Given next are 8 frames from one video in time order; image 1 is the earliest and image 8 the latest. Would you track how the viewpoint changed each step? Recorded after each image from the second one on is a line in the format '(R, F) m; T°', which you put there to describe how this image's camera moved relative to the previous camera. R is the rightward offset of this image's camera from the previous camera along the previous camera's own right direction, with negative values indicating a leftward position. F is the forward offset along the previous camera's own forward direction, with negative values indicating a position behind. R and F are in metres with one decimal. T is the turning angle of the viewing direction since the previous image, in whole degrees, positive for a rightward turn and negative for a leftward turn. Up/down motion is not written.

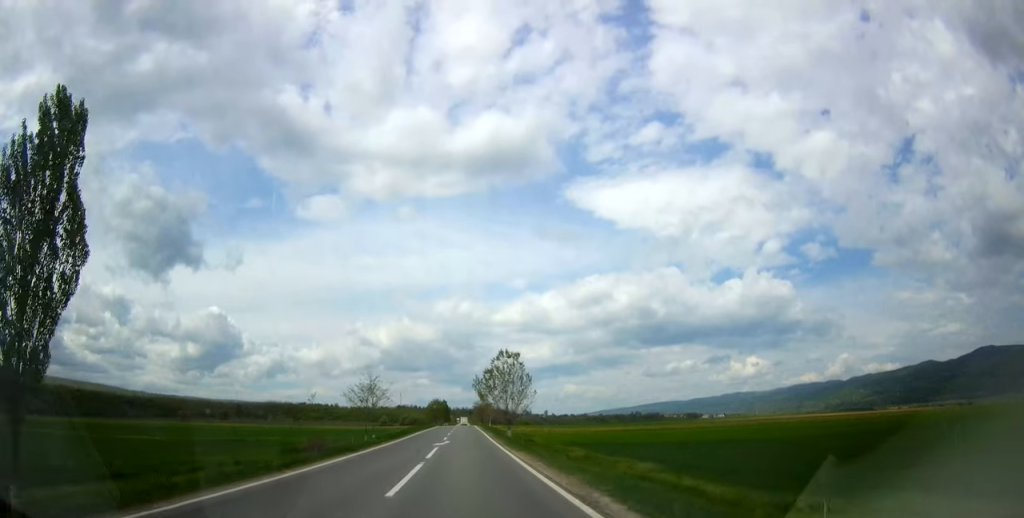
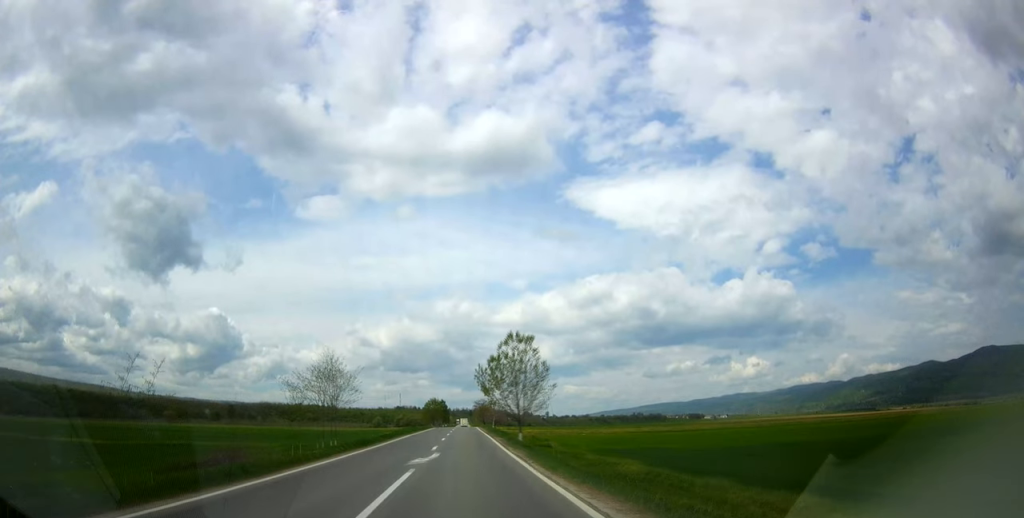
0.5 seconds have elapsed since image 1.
(+0.3, +15.4) m; 0°
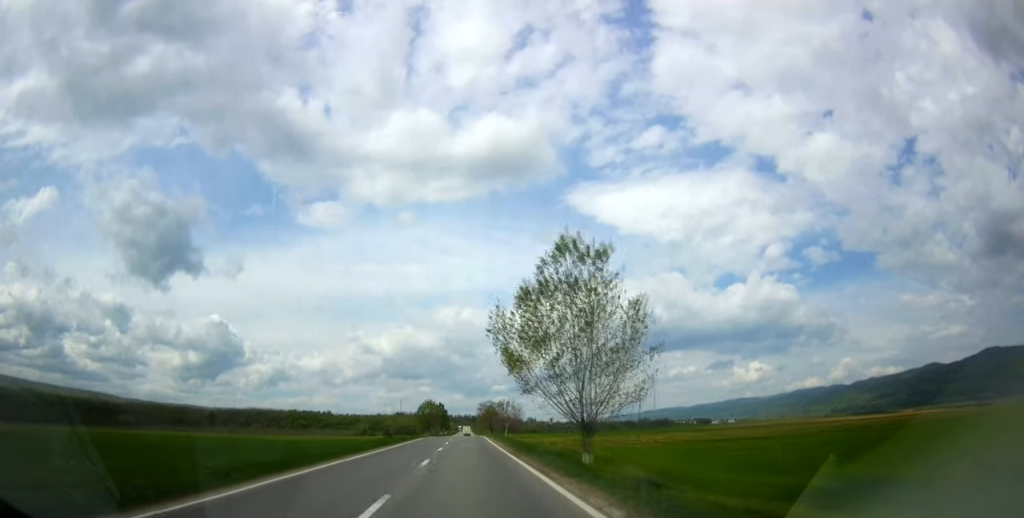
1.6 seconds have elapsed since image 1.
(-0.7, +32.2) m; 0°
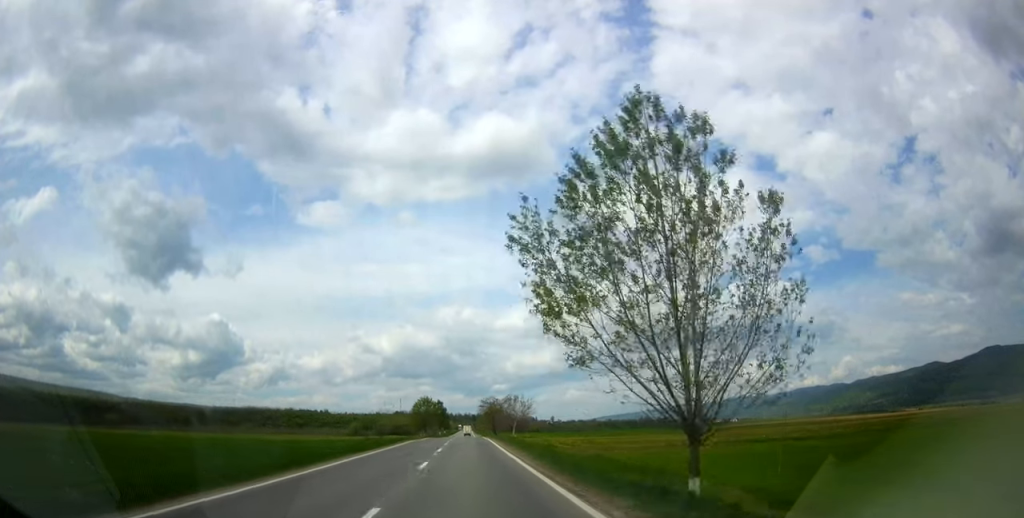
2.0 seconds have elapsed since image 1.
(+0.3, +13.1) m; 0°
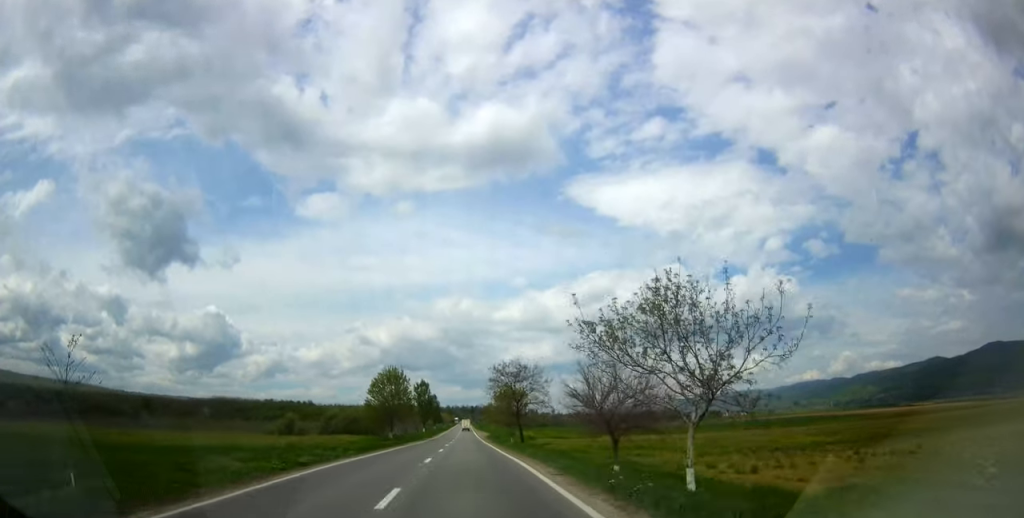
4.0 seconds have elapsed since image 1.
(-0.1, +57.4) m; 0°
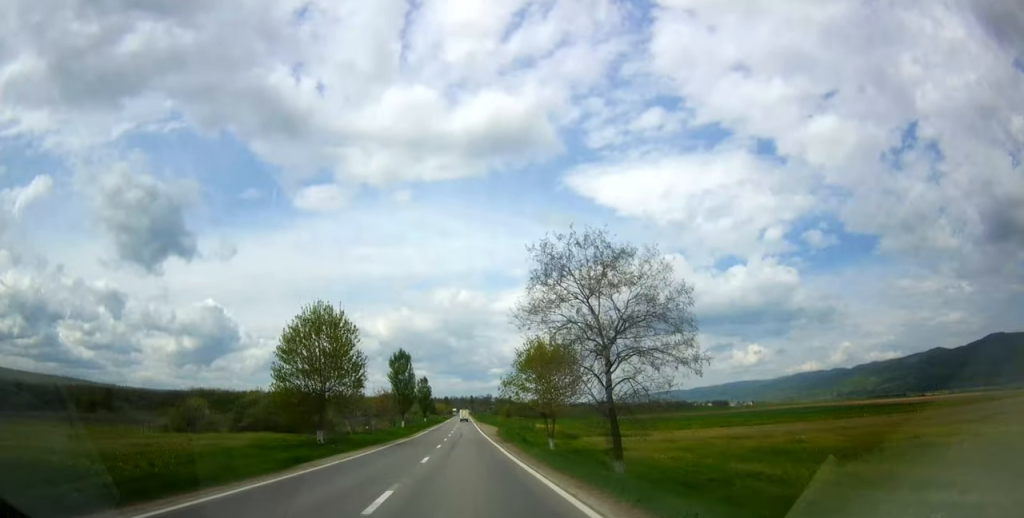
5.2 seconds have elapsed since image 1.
(+0.3, +37.0) m; 0°
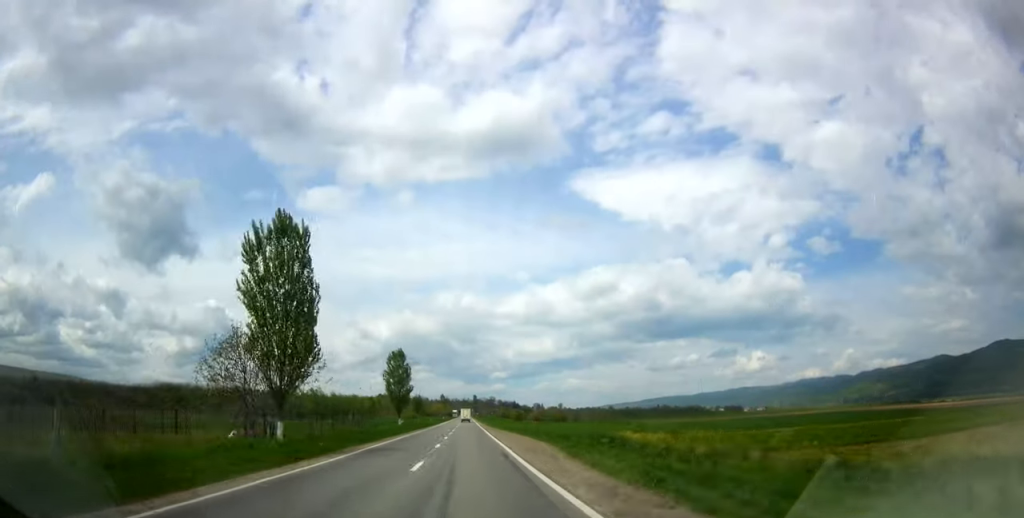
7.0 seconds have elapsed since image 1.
(-0.5, +51.8) m; -1°
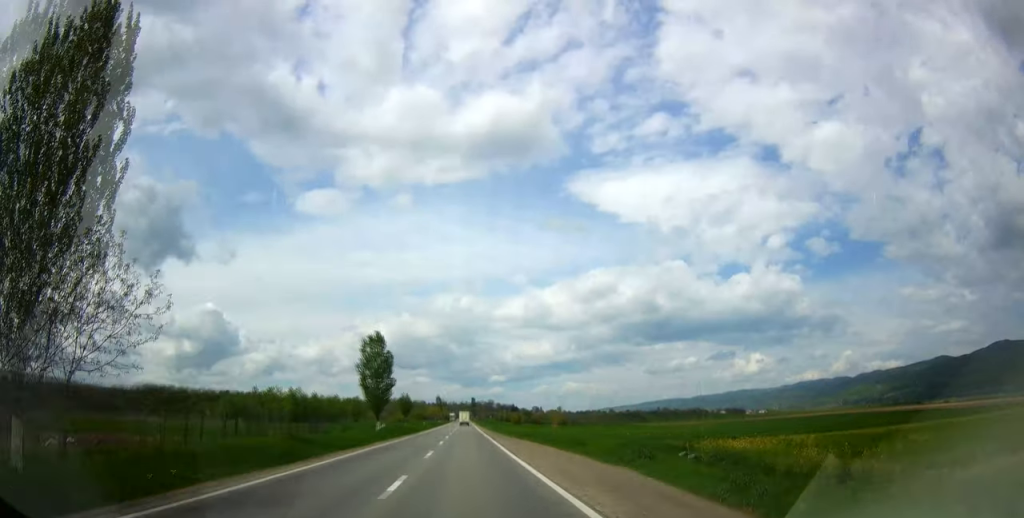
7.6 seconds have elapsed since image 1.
(-0.1, +17.5) m; 0°
